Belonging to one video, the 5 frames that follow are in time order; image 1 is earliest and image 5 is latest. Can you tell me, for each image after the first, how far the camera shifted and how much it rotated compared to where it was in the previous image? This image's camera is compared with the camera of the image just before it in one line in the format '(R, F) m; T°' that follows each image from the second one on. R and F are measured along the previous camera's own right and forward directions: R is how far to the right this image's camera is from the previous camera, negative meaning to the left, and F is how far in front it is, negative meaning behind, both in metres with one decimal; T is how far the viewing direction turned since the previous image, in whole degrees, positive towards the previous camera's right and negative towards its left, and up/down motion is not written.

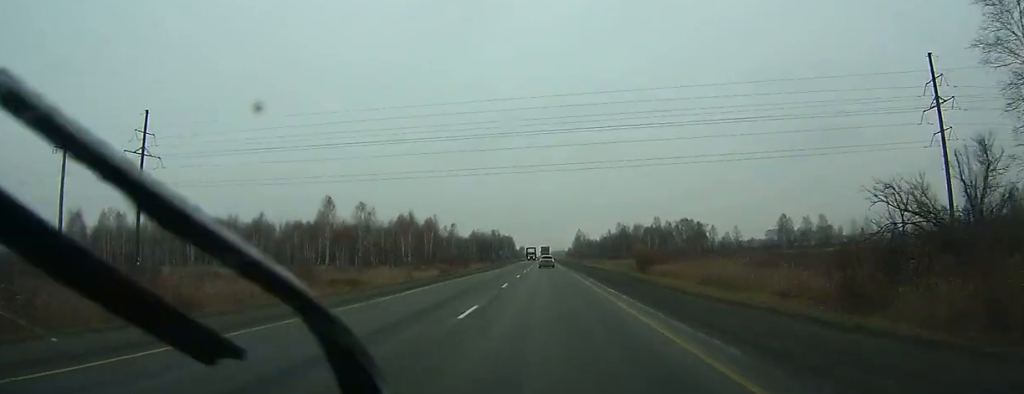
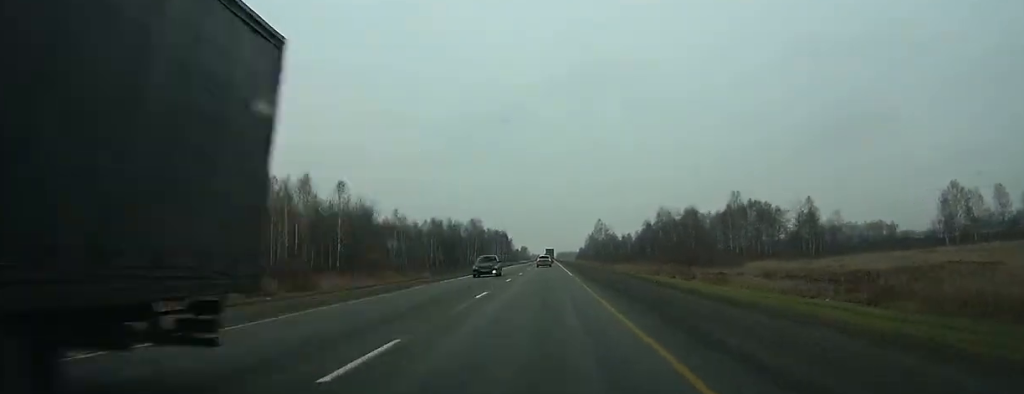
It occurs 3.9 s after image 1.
(0.0, +92.6) m; 0°
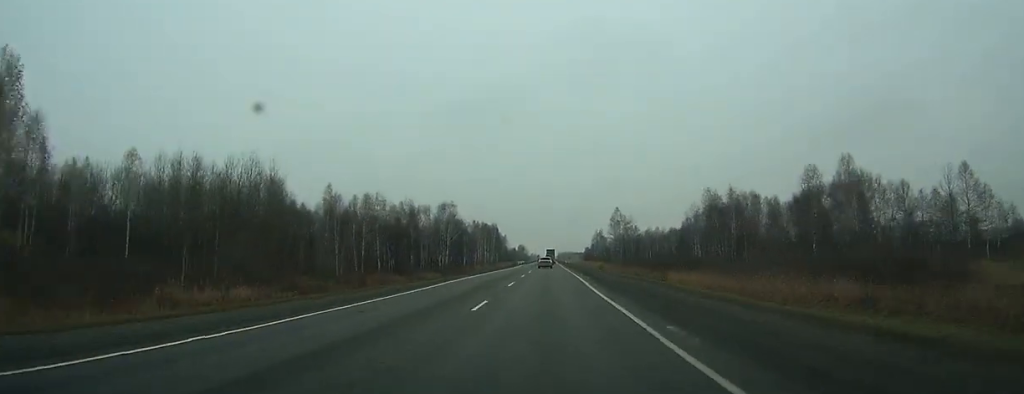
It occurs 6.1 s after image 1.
(-0.2, +51.1) m; 0°
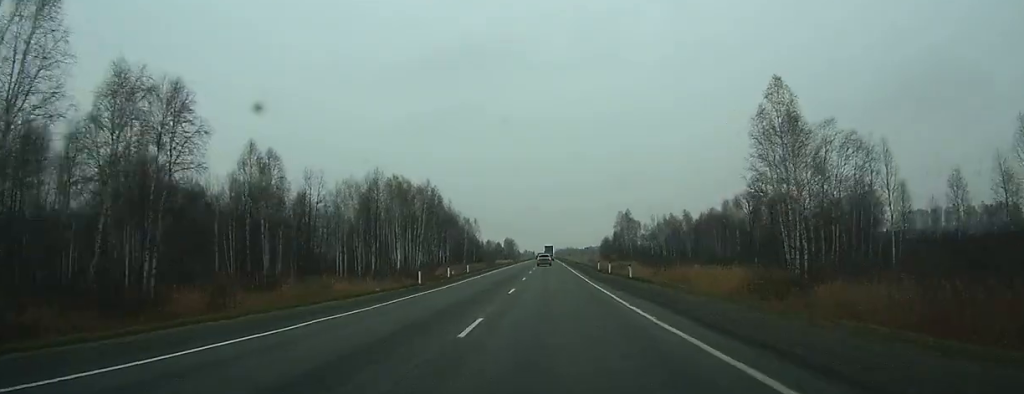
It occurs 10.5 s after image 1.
(0.0, +110.9) m; 0°
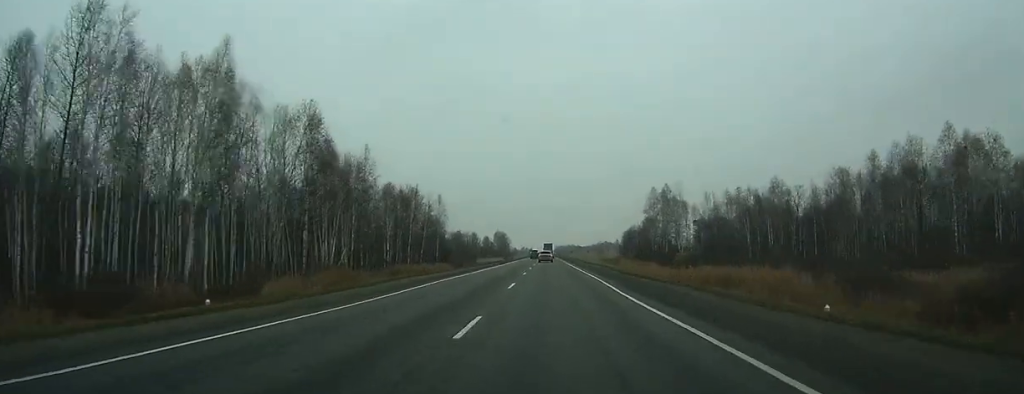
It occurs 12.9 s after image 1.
(0.0, +61.2) m; 0°
